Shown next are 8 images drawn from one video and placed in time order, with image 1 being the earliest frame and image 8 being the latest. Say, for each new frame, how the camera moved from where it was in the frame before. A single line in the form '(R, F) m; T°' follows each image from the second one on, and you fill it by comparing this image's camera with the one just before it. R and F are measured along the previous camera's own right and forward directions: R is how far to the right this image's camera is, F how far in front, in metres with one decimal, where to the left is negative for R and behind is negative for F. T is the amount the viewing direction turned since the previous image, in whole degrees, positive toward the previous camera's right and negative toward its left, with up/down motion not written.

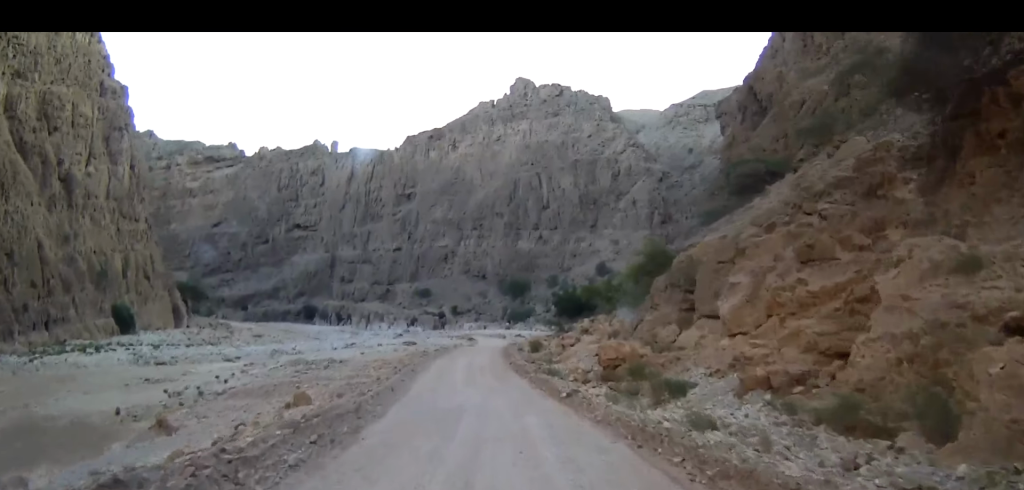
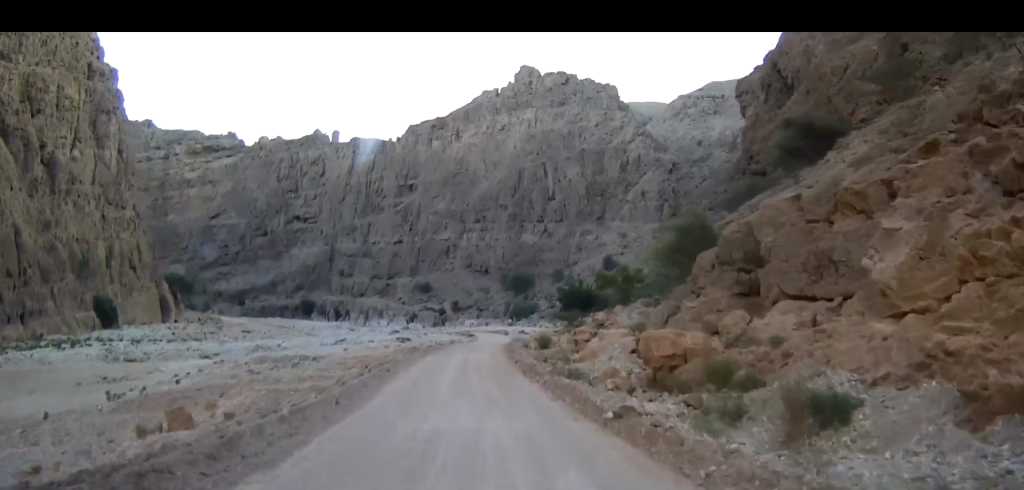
(+0.1, +8.7) m; 0°
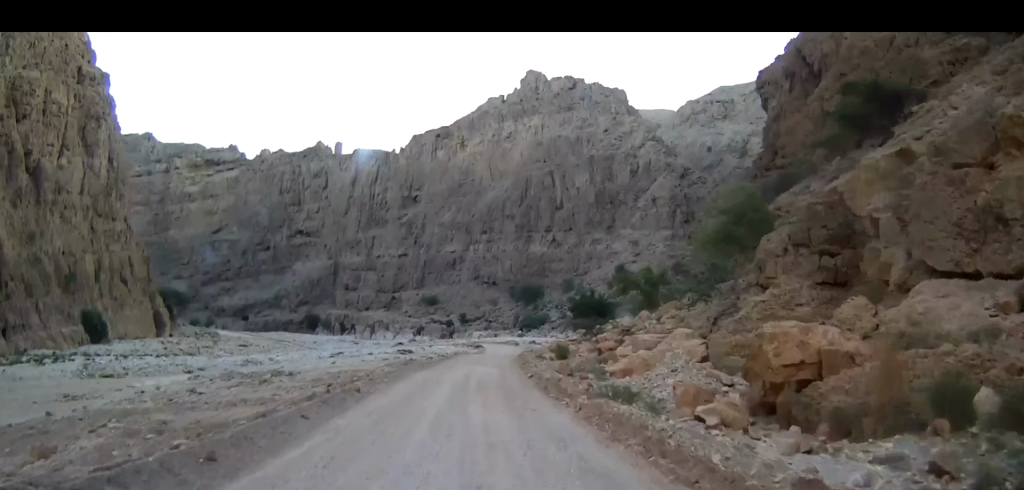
(-0.1, +8.7) m; 0°
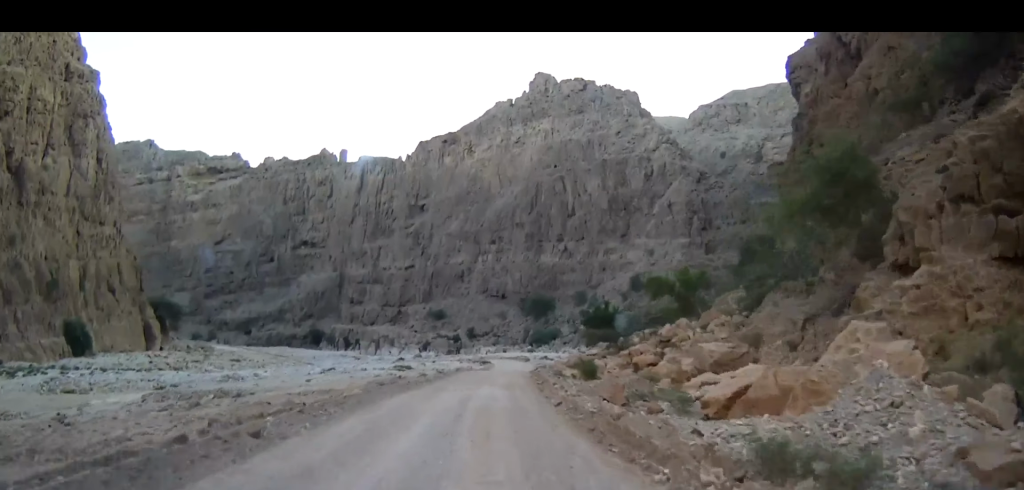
(0.0, +9.5) m; 0°
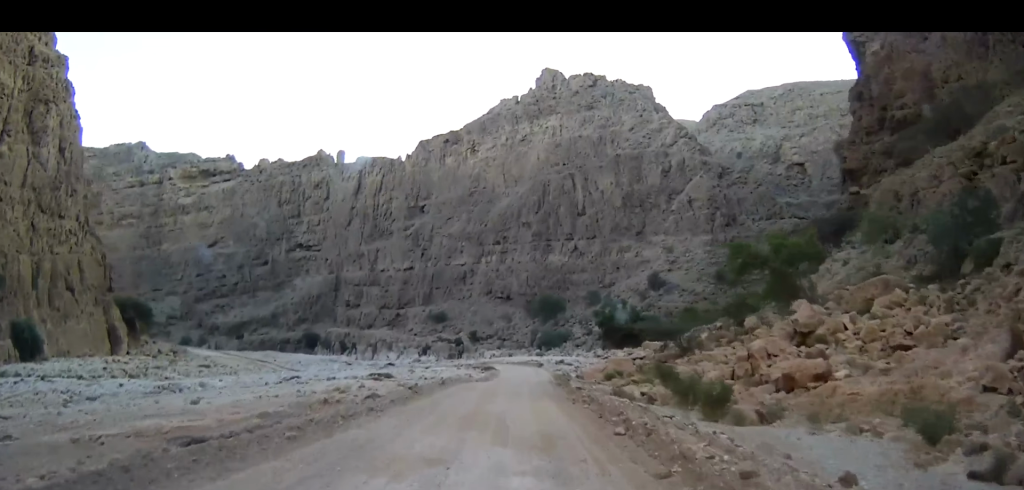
(-0.1, +19.8) m; 0°
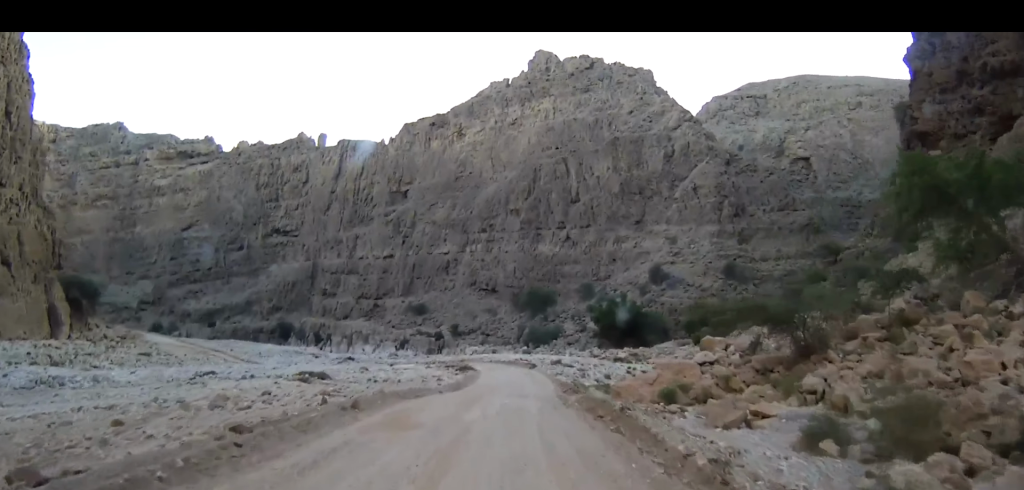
(+0.1, +19.4) m; +1°
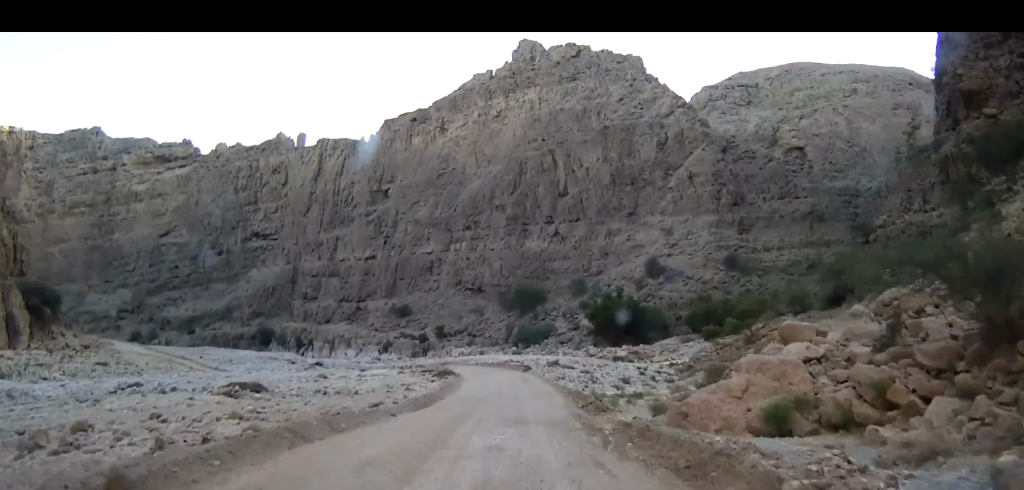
(+0.1, +11.0) m; +1°
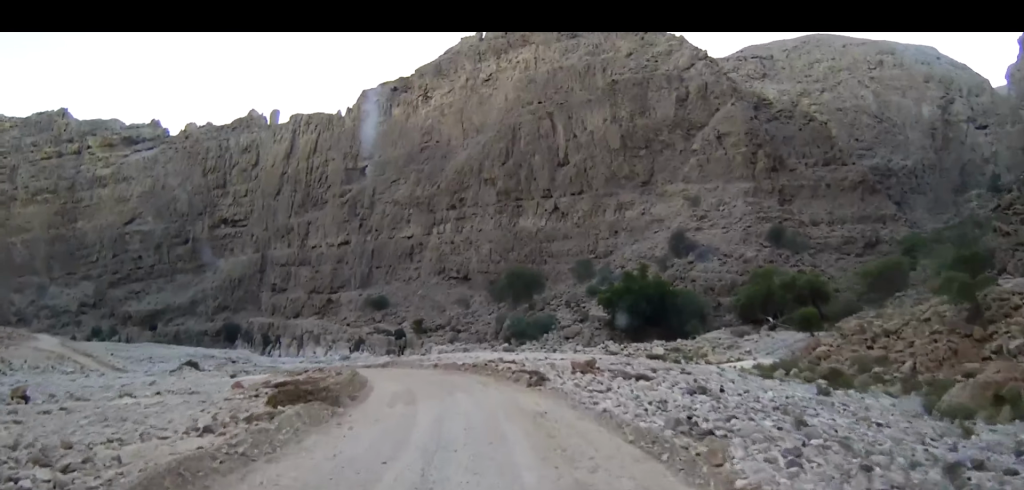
(+0.8, +34.2) m; +1°
